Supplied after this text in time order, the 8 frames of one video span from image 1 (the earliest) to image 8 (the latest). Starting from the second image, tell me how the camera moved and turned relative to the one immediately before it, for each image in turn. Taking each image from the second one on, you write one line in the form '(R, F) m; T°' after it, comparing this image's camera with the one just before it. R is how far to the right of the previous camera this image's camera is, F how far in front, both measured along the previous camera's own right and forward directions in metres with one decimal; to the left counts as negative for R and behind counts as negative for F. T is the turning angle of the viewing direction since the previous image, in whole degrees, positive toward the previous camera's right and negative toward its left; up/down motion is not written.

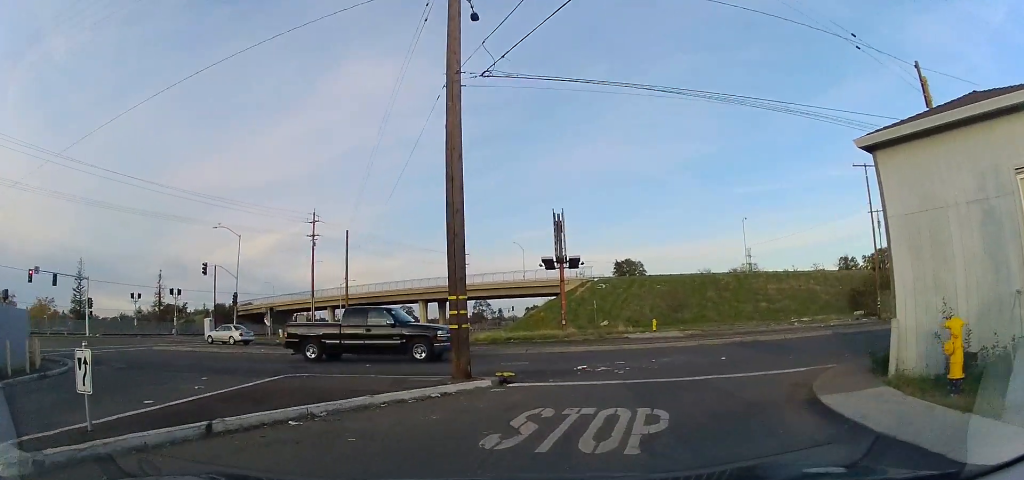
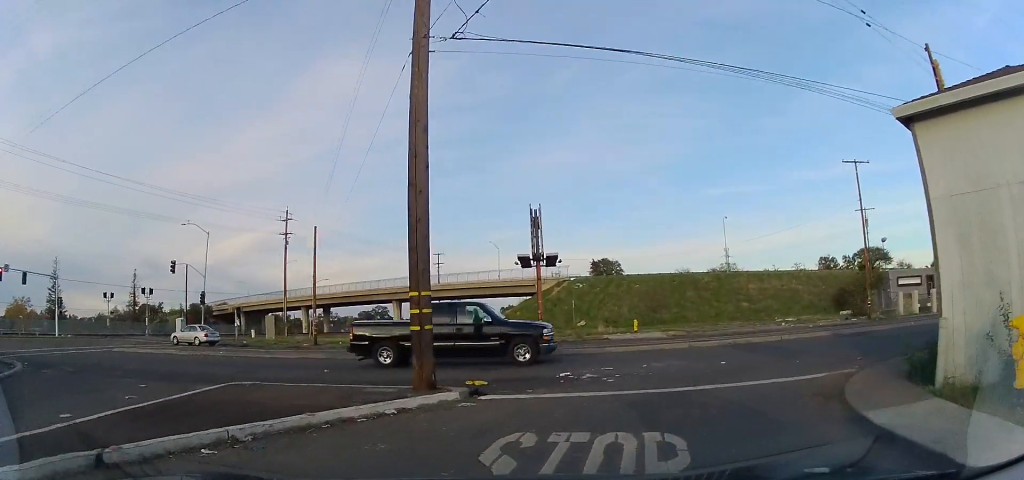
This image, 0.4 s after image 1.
(0.0, +1.8) m; +2°
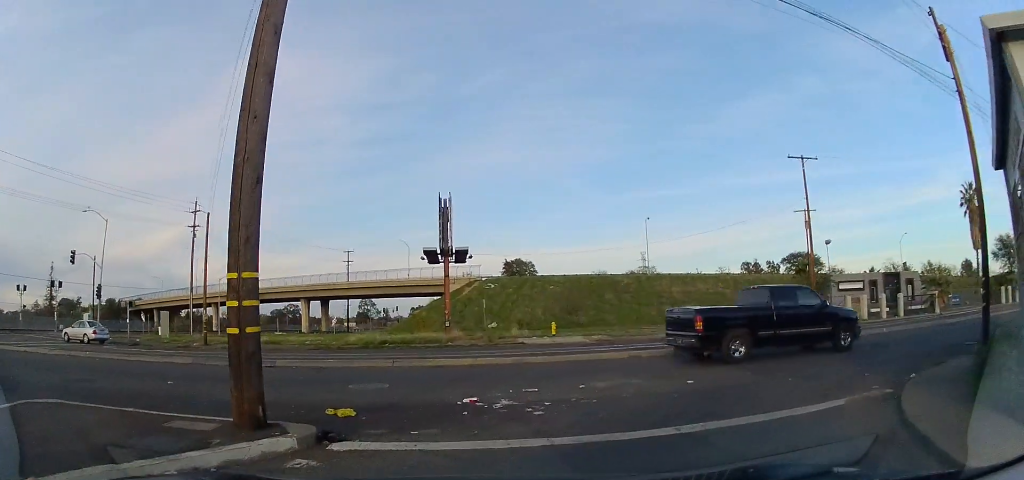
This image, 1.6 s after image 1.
(+0.3, +4.4) m; +13°
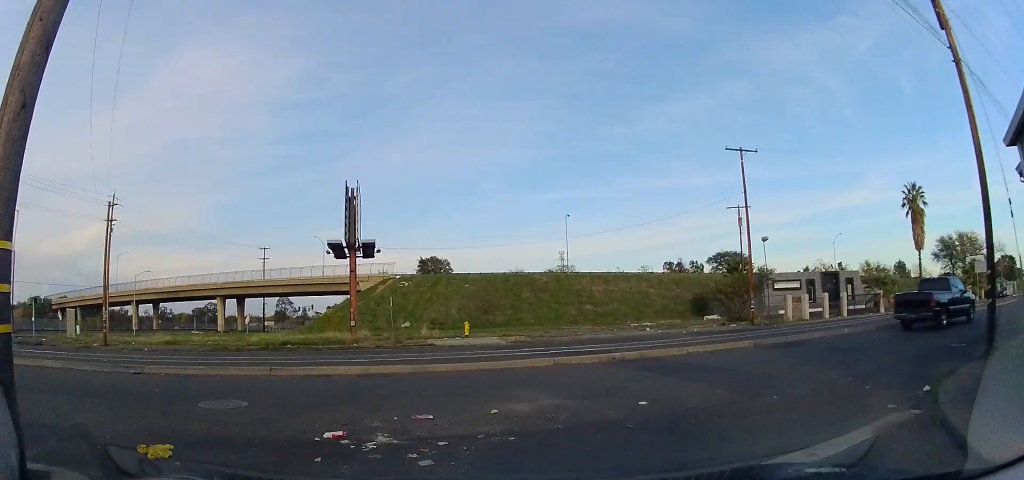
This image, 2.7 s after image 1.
(+0.6, +3.3) m; +18°
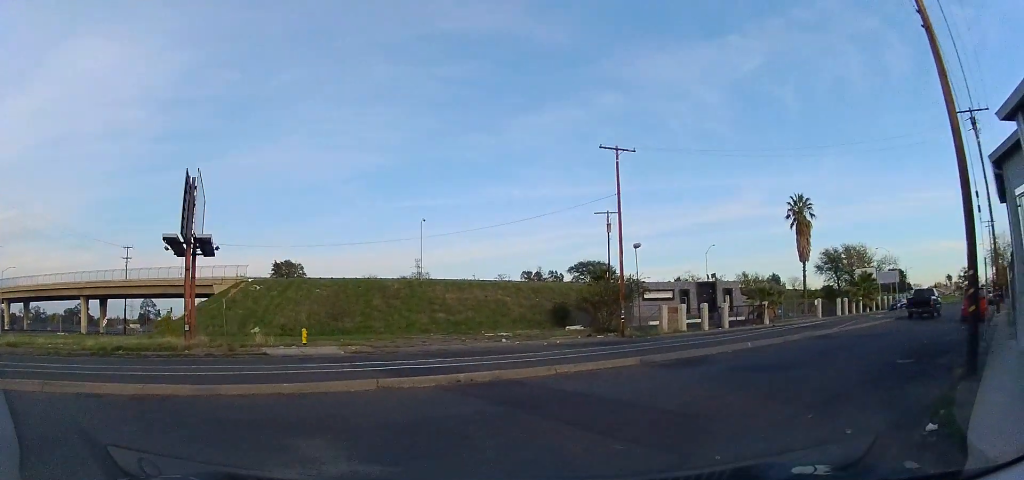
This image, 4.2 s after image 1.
(+0.5, +3.5) m; +14°
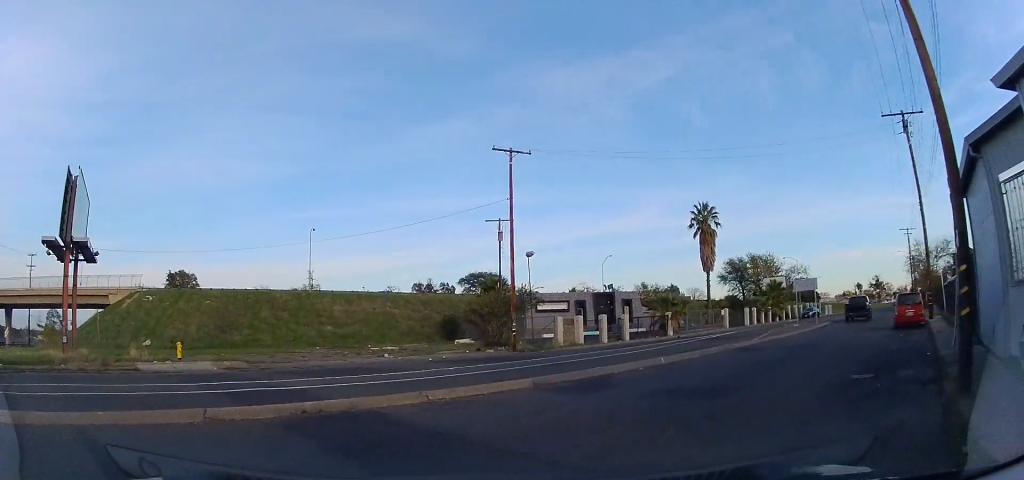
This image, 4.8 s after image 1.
(+0.1, +1.6) m; +11°
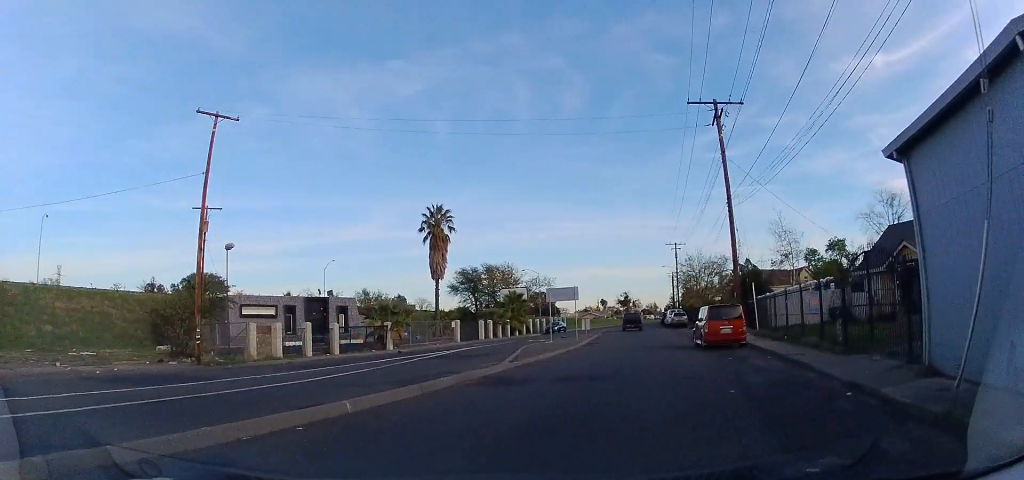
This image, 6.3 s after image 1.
(+1.0, +4.6) m; +24°
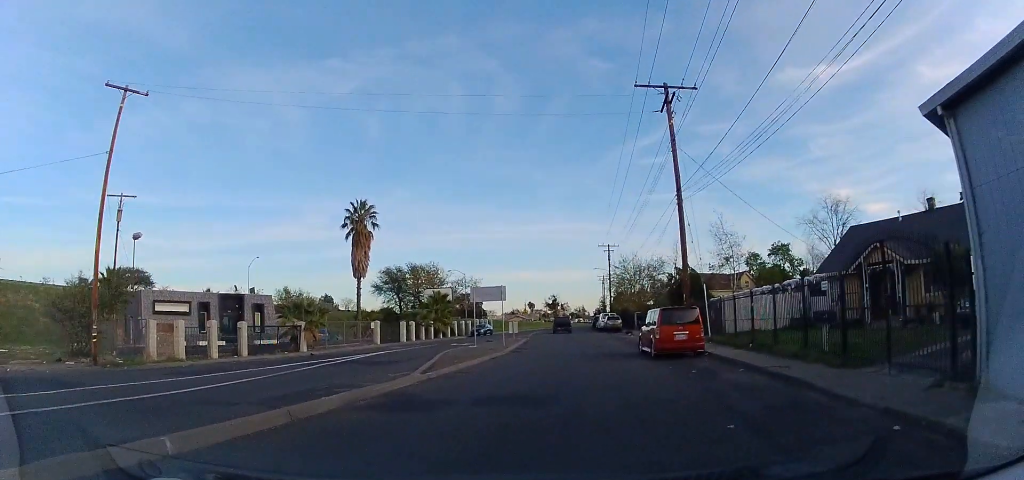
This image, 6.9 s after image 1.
(+0.2, +2.4) m; +6°
